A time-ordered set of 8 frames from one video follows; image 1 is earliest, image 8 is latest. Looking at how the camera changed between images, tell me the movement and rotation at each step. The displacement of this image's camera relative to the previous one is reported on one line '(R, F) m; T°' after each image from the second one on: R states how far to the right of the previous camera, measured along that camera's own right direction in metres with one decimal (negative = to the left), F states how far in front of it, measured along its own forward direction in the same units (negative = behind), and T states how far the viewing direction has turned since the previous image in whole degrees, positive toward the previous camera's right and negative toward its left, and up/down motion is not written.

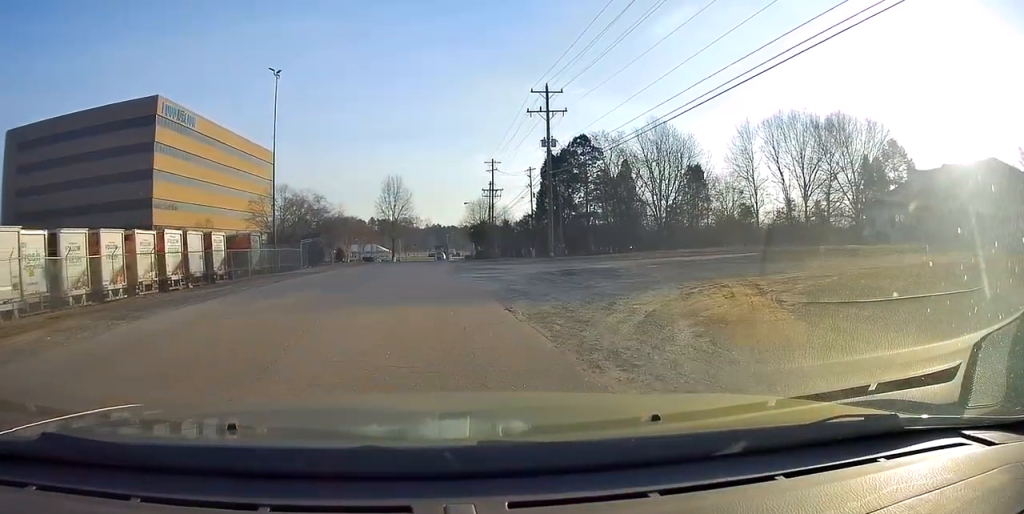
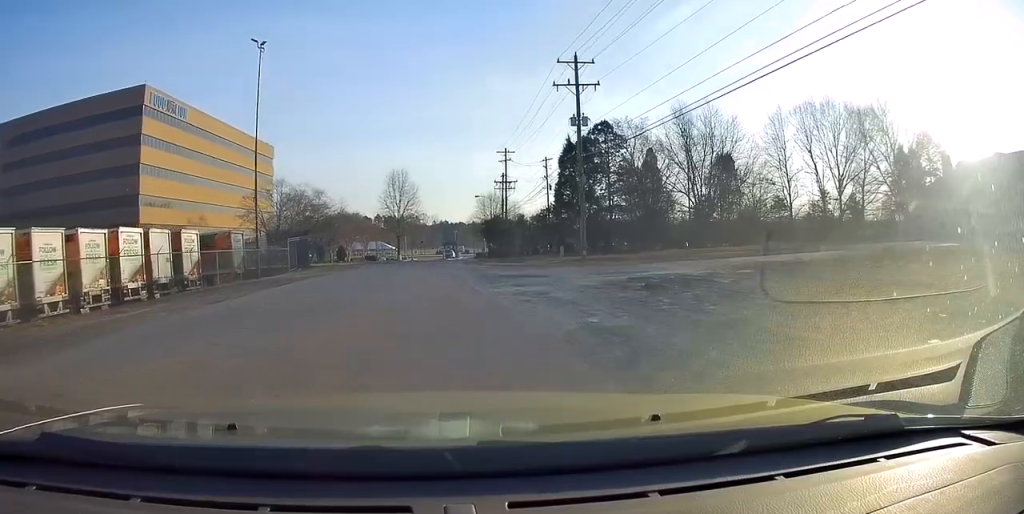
(-0.2, +7.0) m; -2°
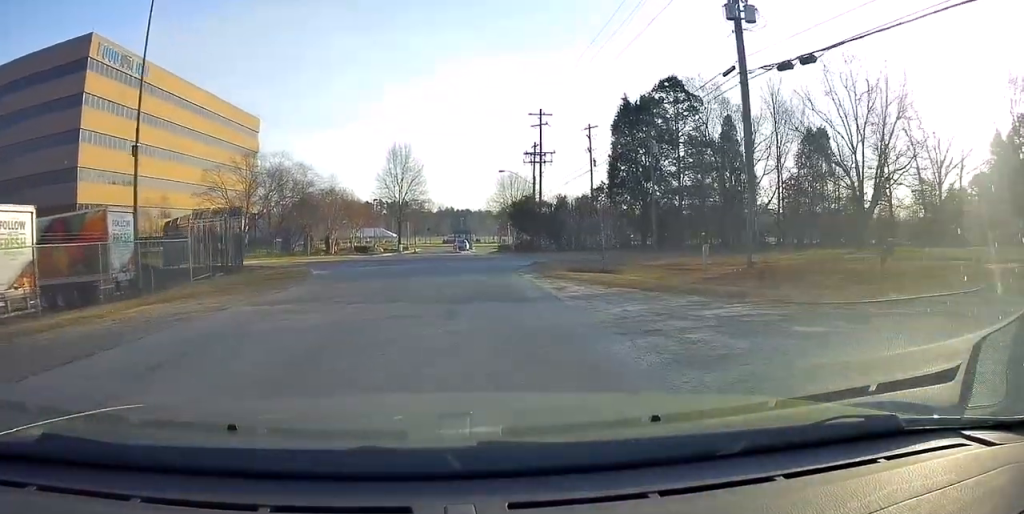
(-0.4, +18.7) m; 0°
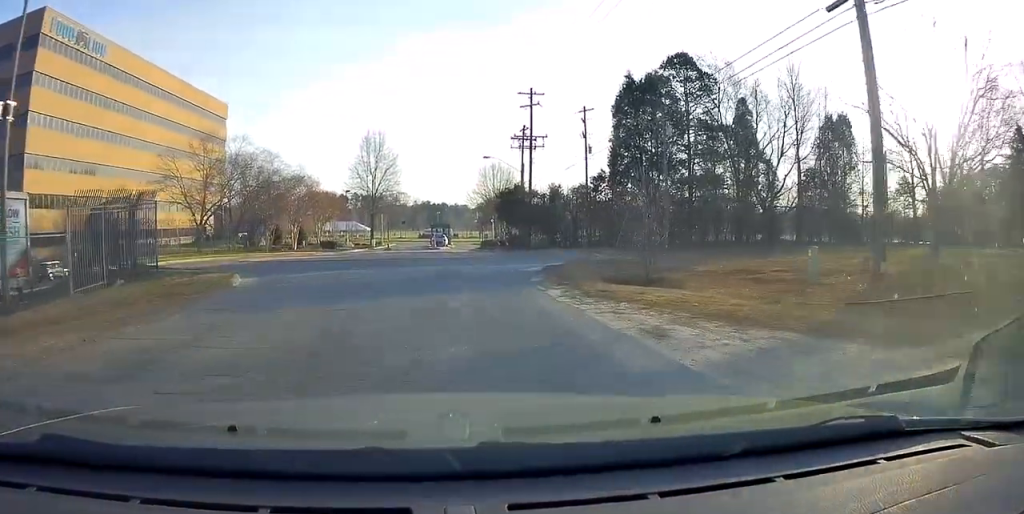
(0.0, +7.2) m; +3°
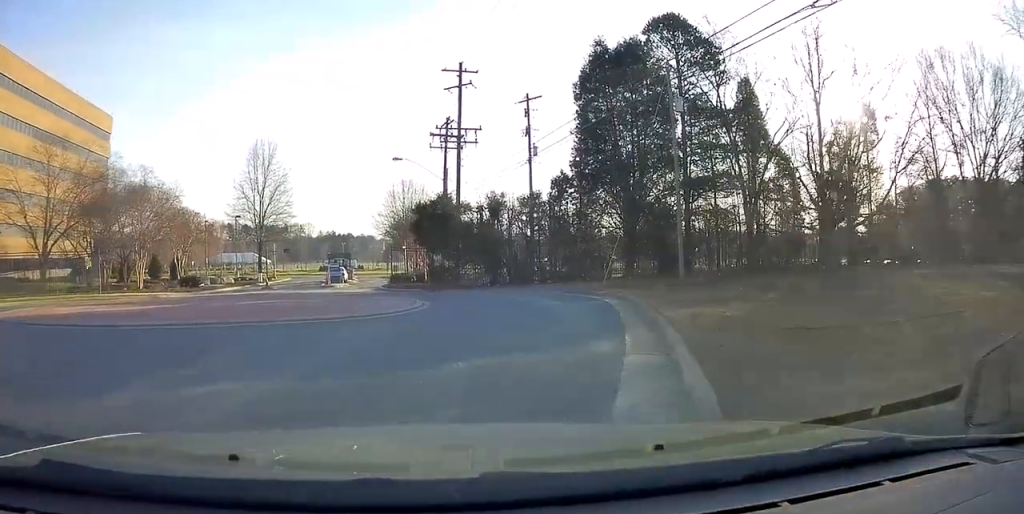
(+1.8, +15.5) m; +11°
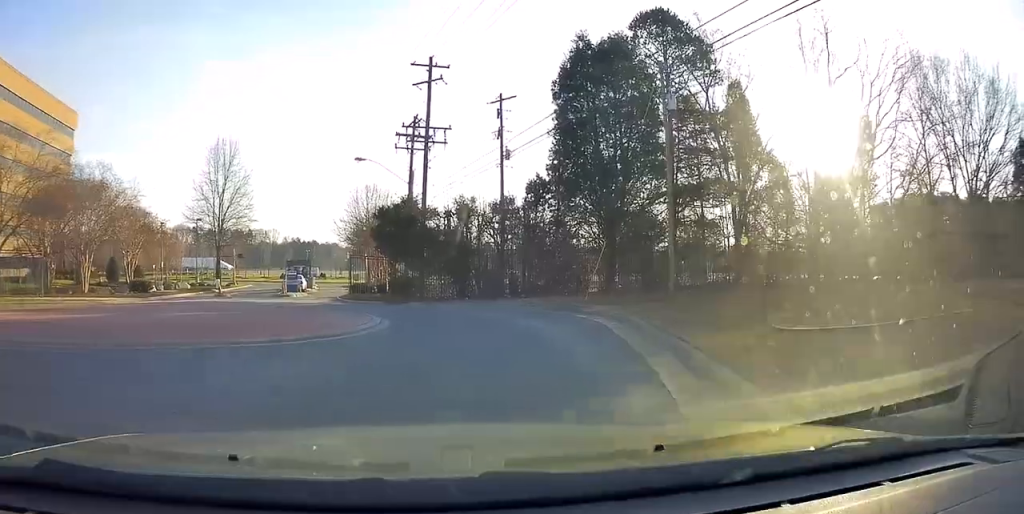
(0.0, +2.8) m; +6°
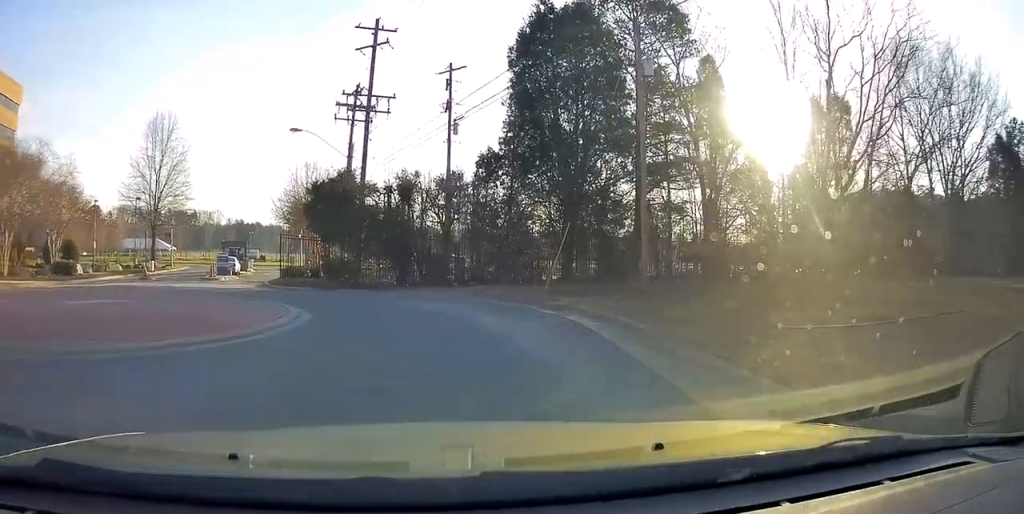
(-0.1, +3.1) m; +7°
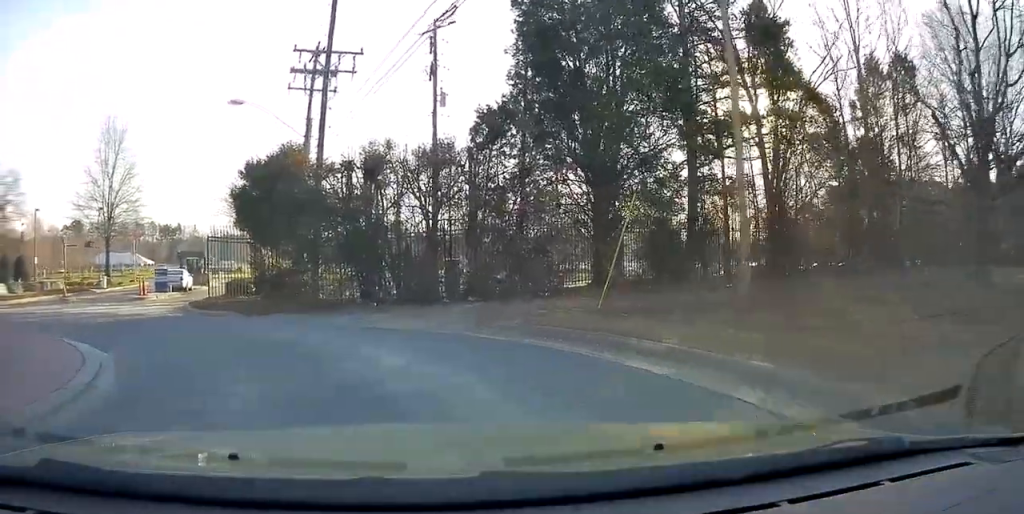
(+1.4, +7.3) m; +5°
